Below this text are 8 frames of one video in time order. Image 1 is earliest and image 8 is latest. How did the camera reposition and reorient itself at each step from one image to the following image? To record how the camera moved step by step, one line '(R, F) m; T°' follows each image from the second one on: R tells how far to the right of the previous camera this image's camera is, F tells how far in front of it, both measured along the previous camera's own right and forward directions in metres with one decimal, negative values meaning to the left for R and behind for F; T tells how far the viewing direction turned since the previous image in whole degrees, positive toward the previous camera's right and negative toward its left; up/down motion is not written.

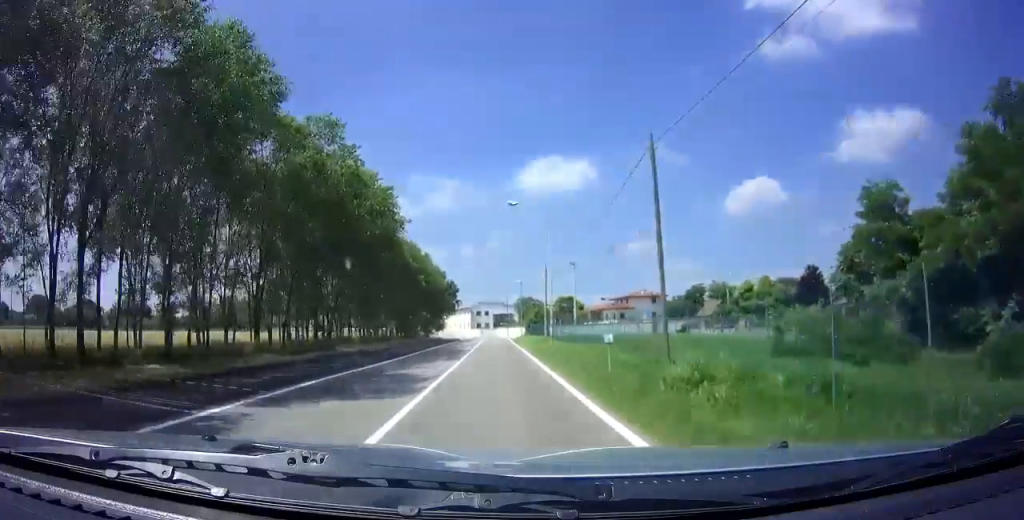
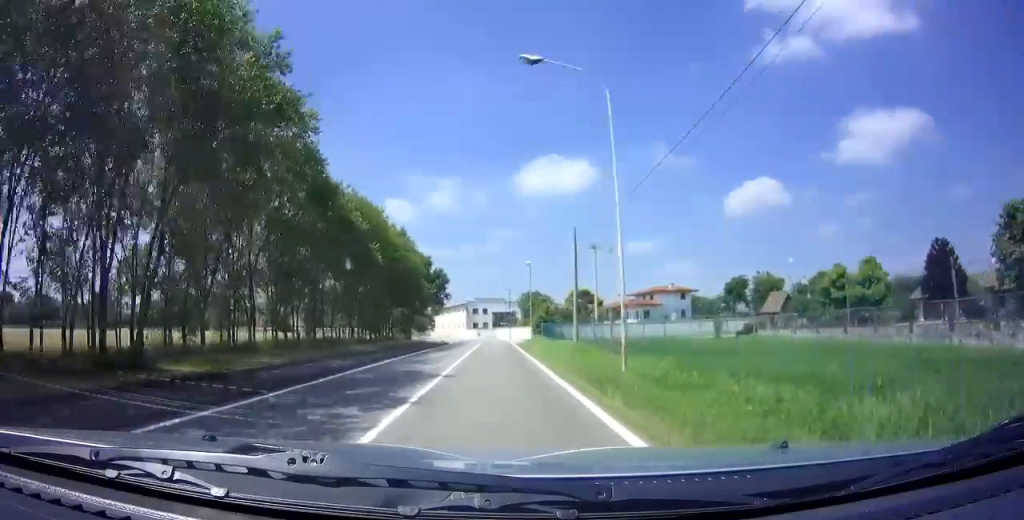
(0.0, +16.7) m; 0°
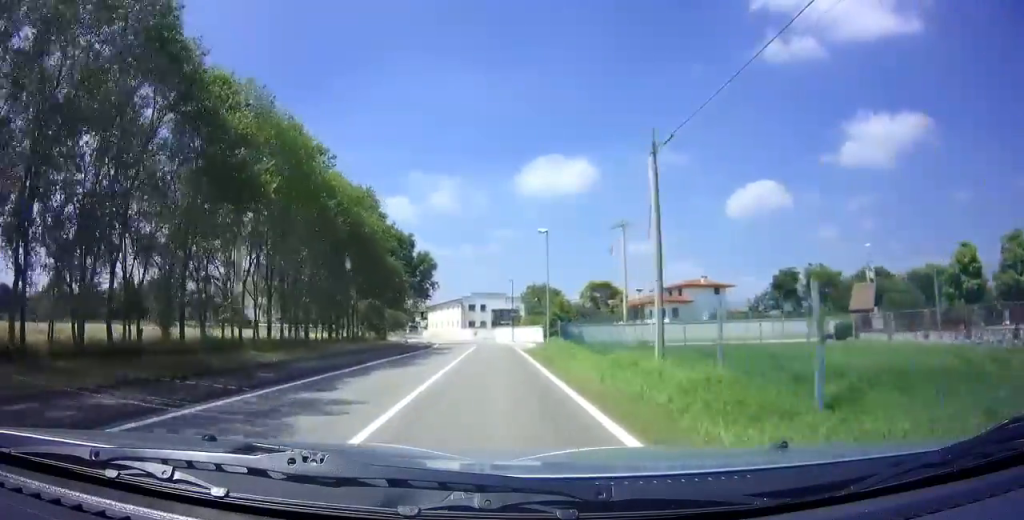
(0.0, +14.1) m; 0°
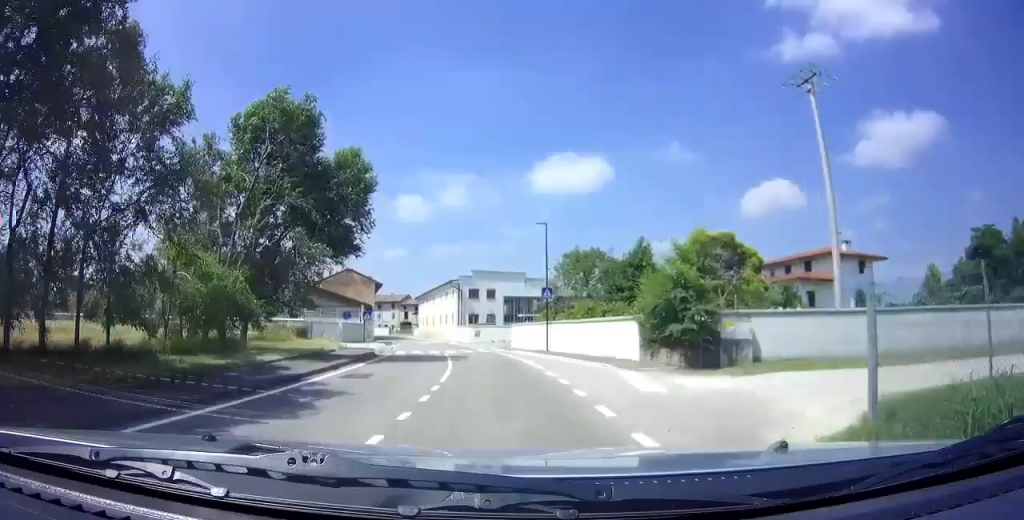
(0.0, +31.0) m; -1°
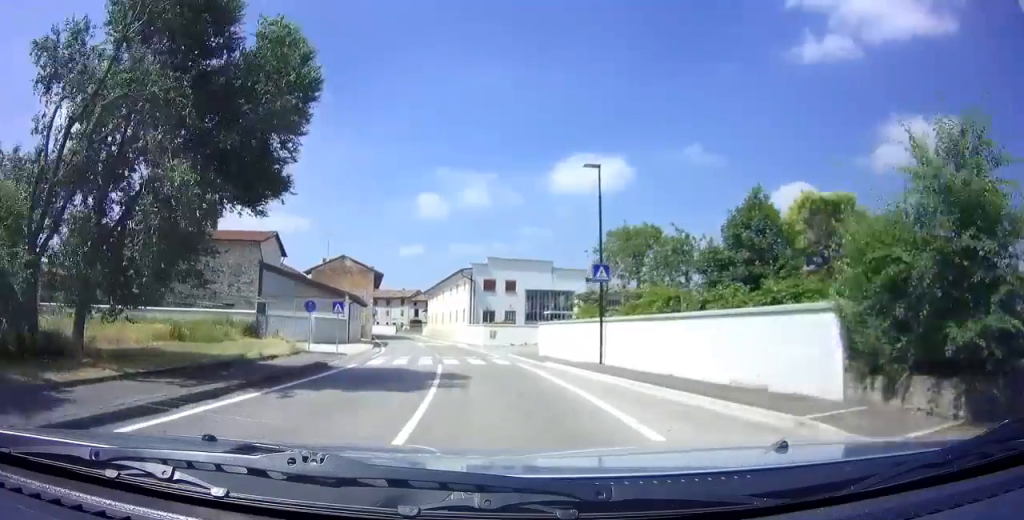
(-0.1, +10.3) m; -2°
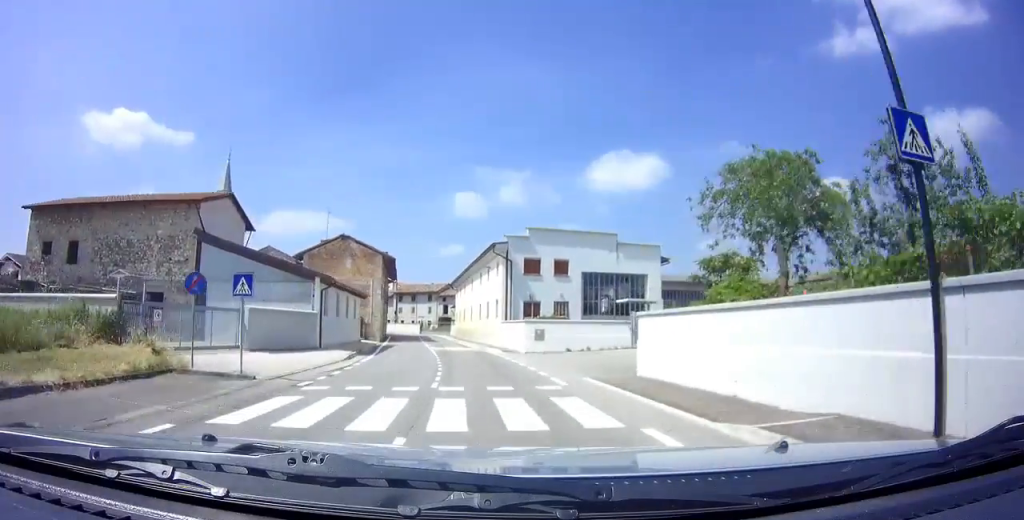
(-0.3, +13.1) m; -3°
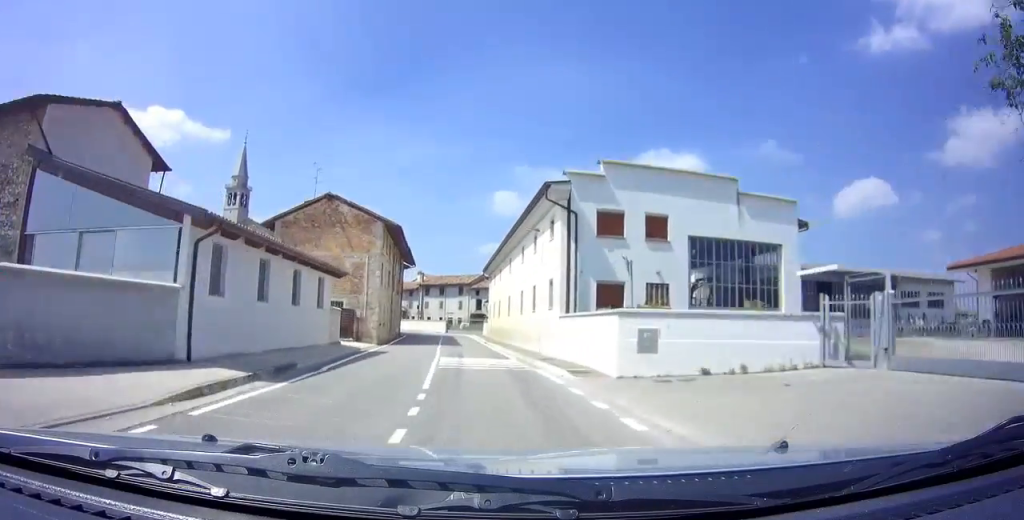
(-0.6, +14.9) m; -4°
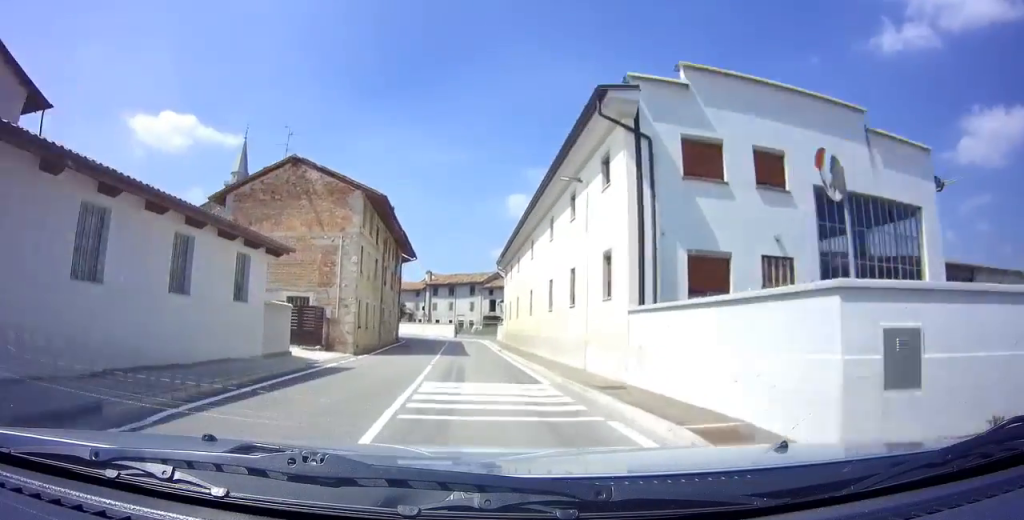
(-0.1, +8.0) m; -2°
